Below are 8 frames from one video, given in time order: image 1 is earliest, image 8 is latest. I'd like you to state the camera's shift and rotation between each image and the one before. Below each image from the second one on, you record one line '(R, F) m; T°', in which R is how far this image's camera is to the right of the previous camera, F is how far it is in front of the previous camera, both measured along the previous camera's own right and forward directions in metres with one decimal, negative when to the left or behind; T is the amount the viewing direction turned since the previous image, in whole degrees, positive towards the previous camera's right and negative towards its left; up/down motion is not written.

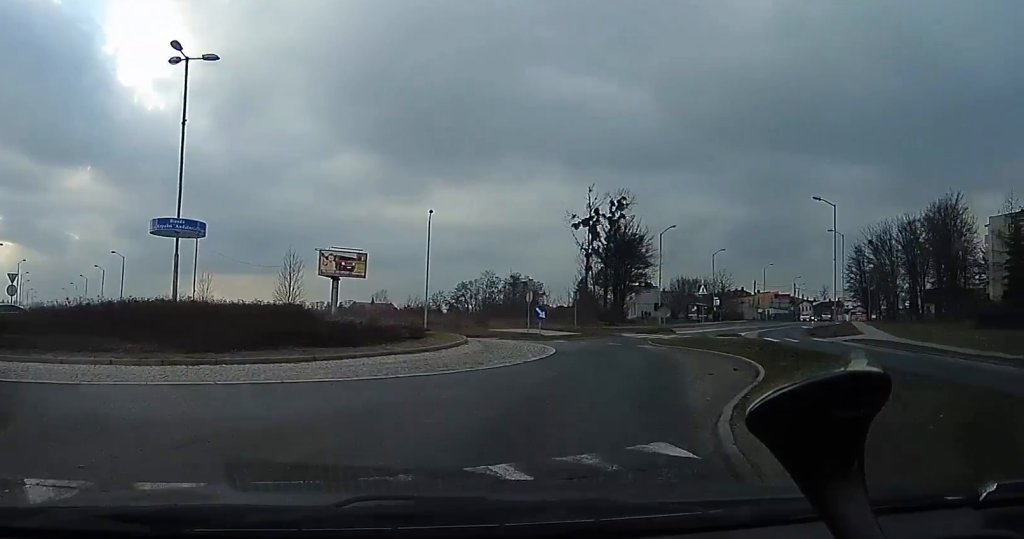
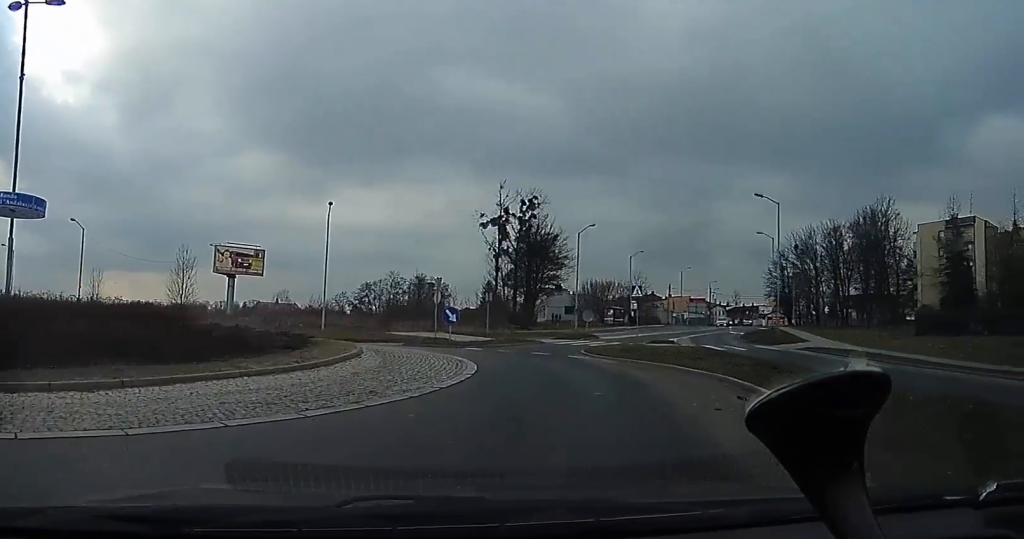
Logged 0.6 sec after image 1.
(-0.3, +4.3) m; +3°
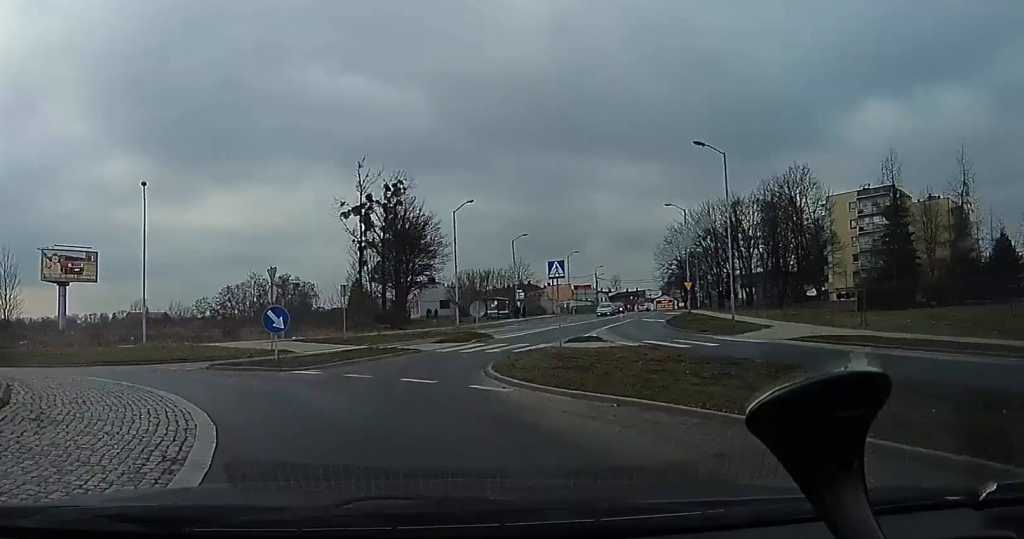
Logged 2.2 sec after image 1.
(+1.8, +10.0) m; +10°
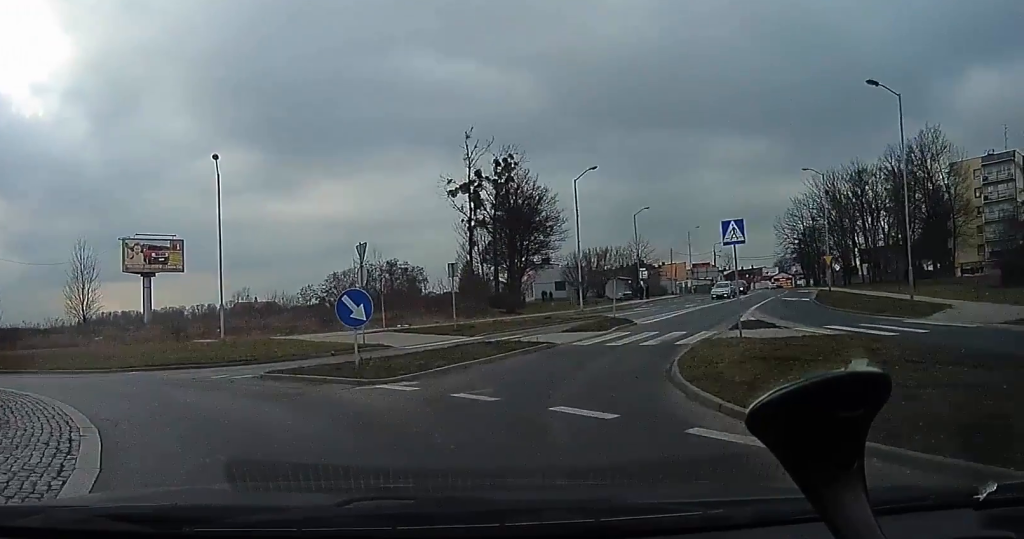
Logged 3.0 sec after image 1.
(0.0, +5.3) m; -8°
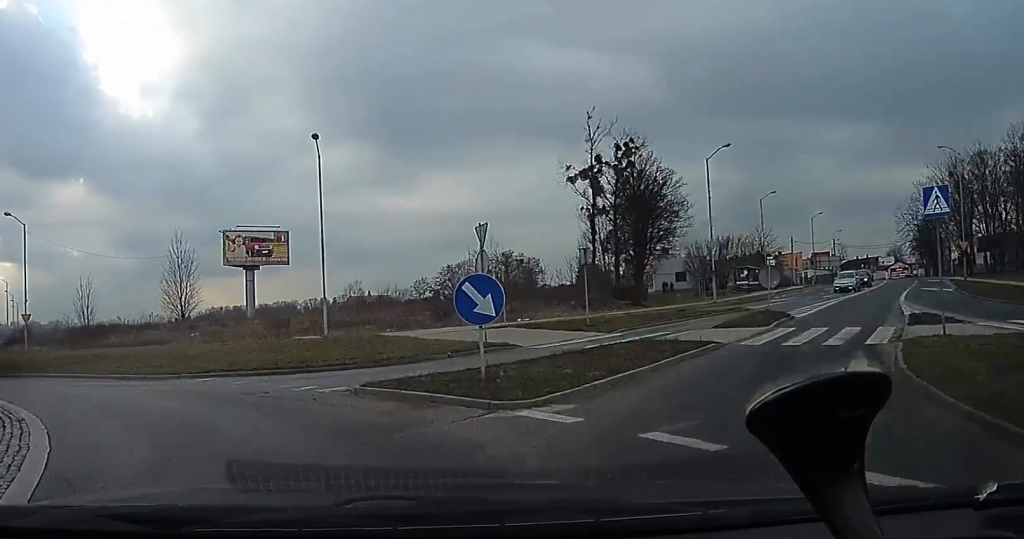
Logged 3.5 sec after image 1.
(+0.3, +3.1) m; -8°
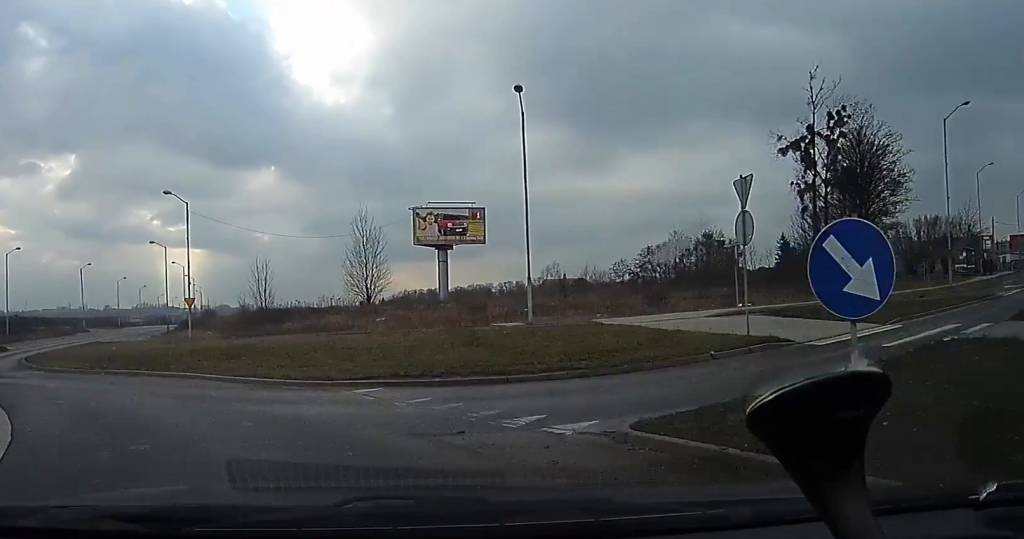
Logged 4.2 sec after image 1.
(-1.0, +4.4) m; -21°
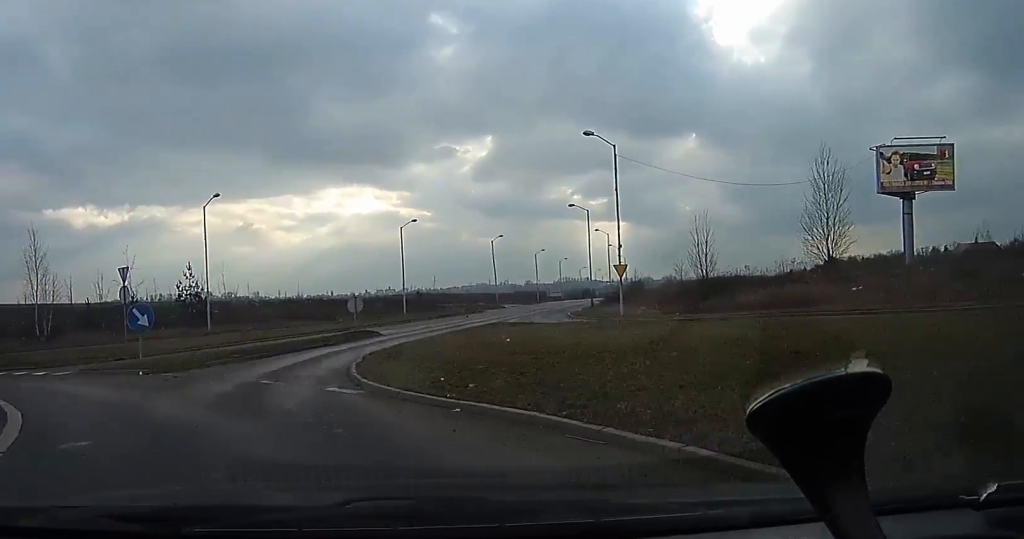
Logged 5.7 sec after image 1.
(-3.0, +8.3) m; -39°
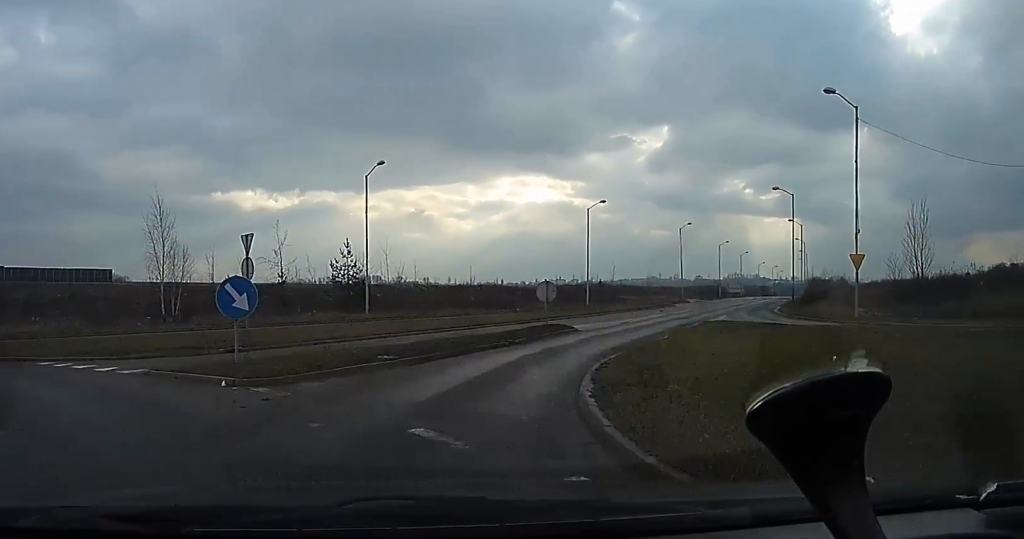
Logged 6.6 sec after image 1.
(-1.2, +6.0) m; -15°
